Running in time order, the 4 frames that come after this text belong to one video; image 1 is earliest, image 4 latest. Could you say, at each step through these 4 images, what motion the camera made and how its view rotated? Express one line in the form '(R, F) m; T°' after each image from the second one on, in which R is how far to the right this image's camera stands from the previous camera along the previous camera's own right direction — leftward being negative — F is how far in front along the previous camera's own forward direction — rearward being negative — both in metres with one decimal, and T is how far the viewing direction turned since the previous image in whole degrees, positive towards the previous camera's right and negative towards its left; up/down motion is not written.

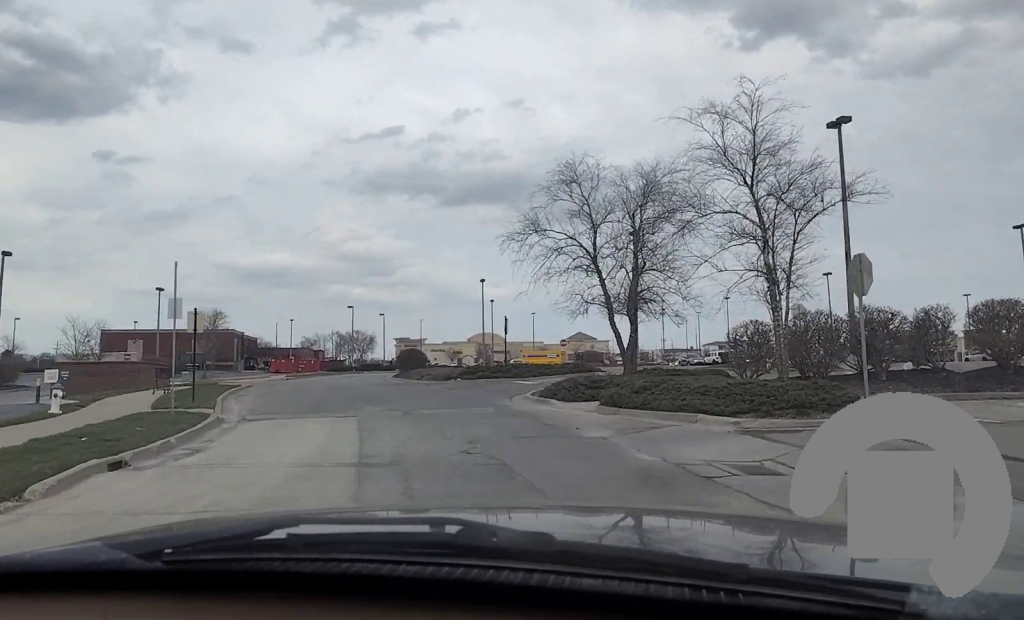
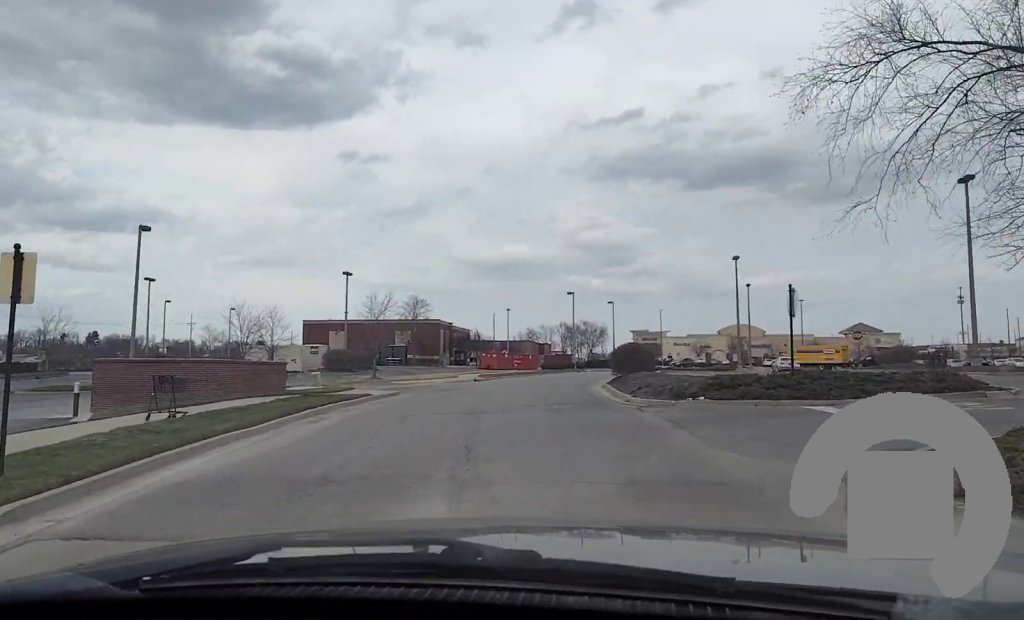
(-2.7, +15.8) m; -14°
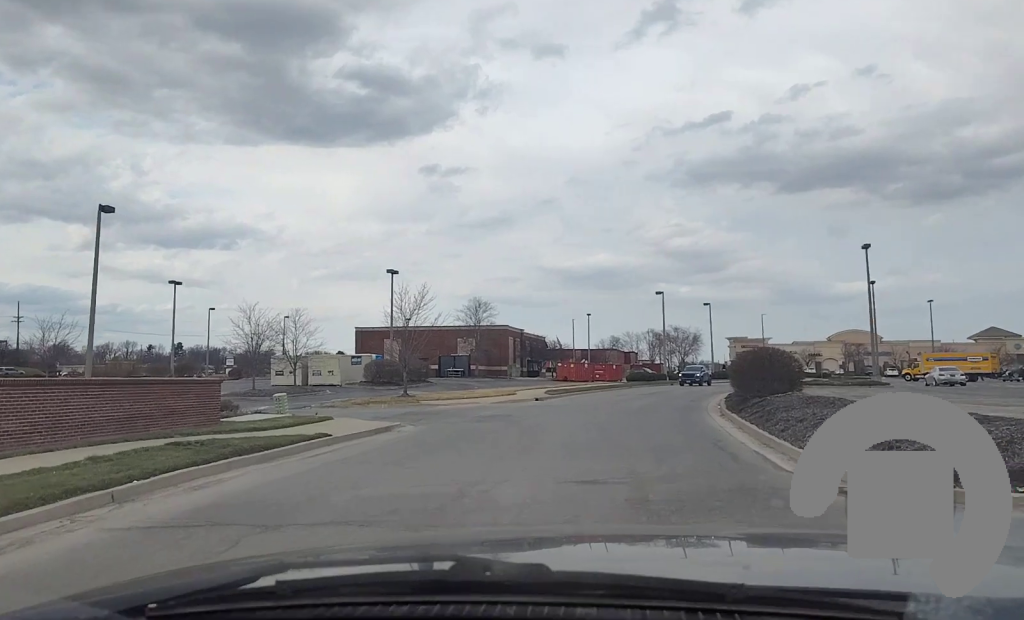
(0.0, +14.3) m; 0°
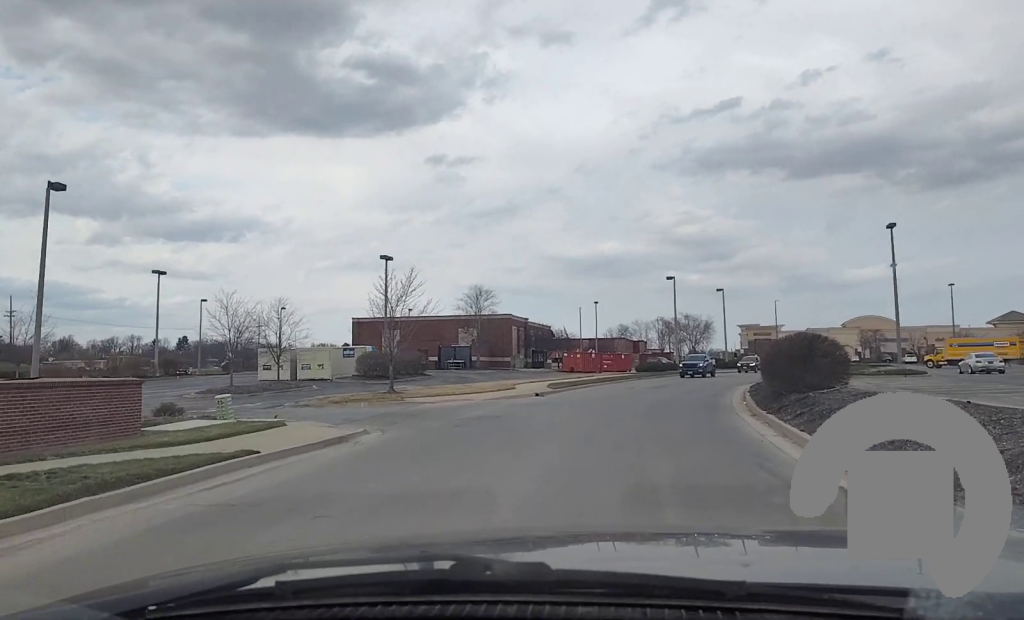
(0.0, +4.7) m; 0°
